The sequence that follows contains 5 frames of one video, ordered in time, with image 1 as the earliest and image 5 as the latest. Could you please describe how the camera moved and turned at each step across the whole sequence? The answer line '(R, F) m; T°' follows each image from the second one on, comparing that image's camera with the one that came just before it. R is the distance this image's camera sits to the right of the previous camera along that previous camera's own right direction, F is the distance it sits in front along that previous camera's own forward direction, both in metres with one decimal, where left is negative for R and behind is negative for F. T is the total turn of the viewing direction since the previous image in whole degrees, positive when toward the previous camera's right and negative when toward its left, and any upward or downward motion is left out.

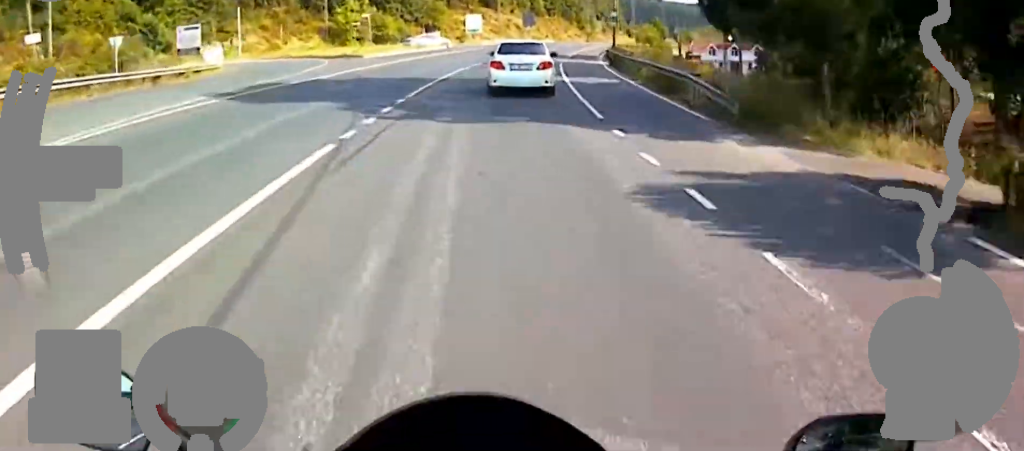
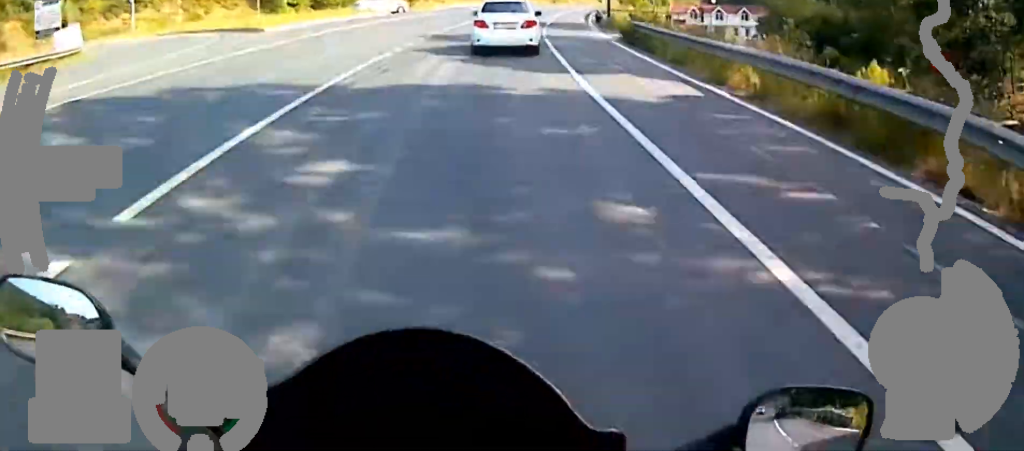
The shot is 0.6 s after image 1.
(+0.2, +15.8) m; +1°
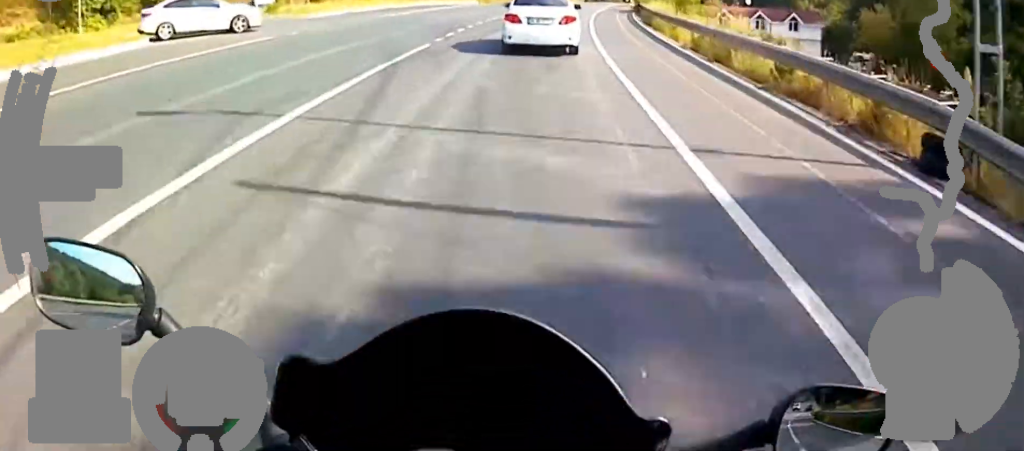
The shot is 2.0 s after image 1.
(+0.1, +41.9) m; 0°
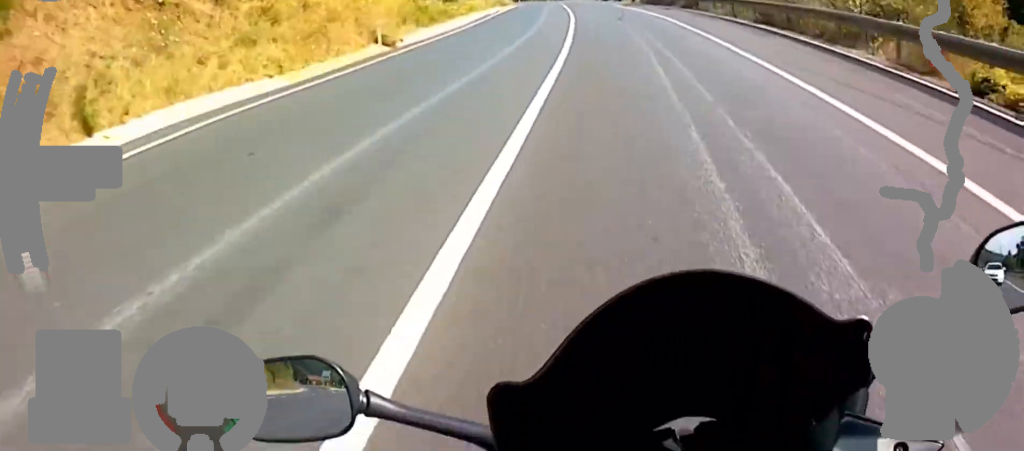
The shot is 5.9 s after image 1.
(+10.9, +129.2) m; +8°
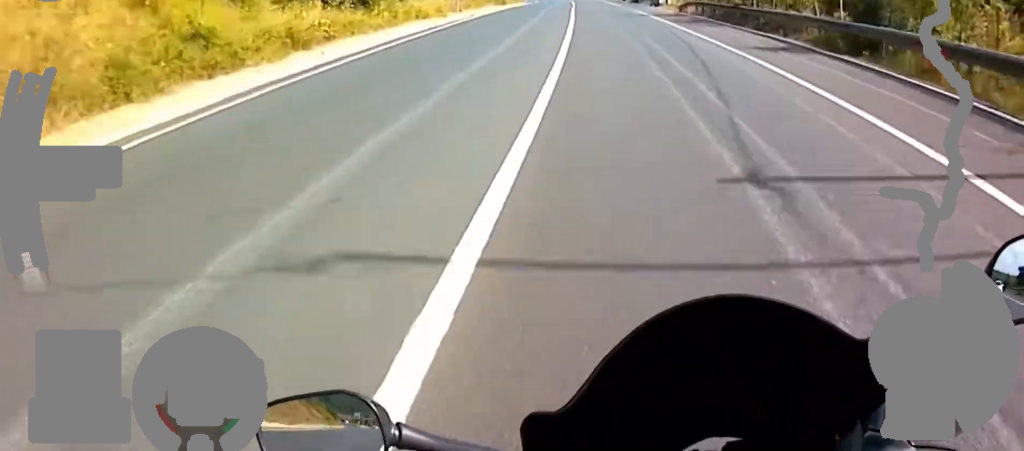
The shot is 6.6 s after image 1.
(0.0, +22.6) m; 0°
